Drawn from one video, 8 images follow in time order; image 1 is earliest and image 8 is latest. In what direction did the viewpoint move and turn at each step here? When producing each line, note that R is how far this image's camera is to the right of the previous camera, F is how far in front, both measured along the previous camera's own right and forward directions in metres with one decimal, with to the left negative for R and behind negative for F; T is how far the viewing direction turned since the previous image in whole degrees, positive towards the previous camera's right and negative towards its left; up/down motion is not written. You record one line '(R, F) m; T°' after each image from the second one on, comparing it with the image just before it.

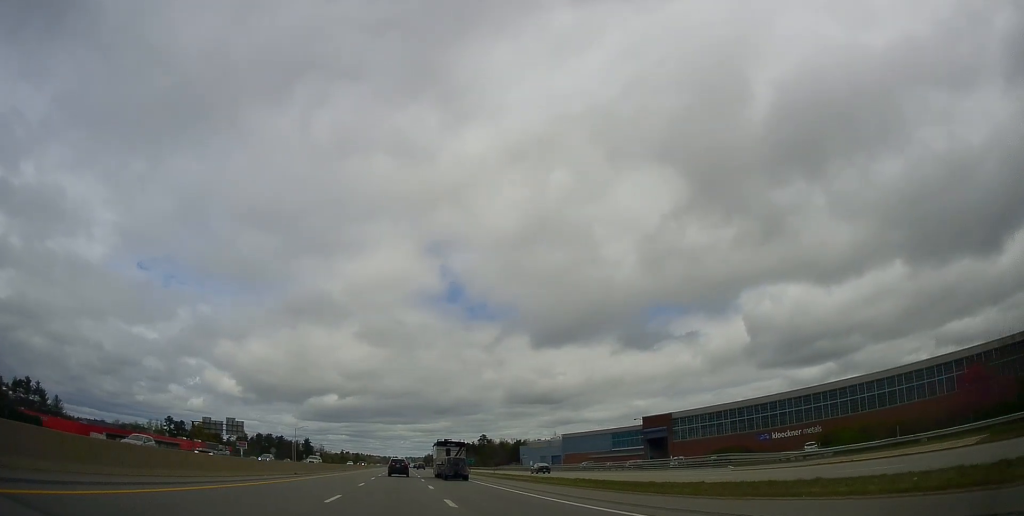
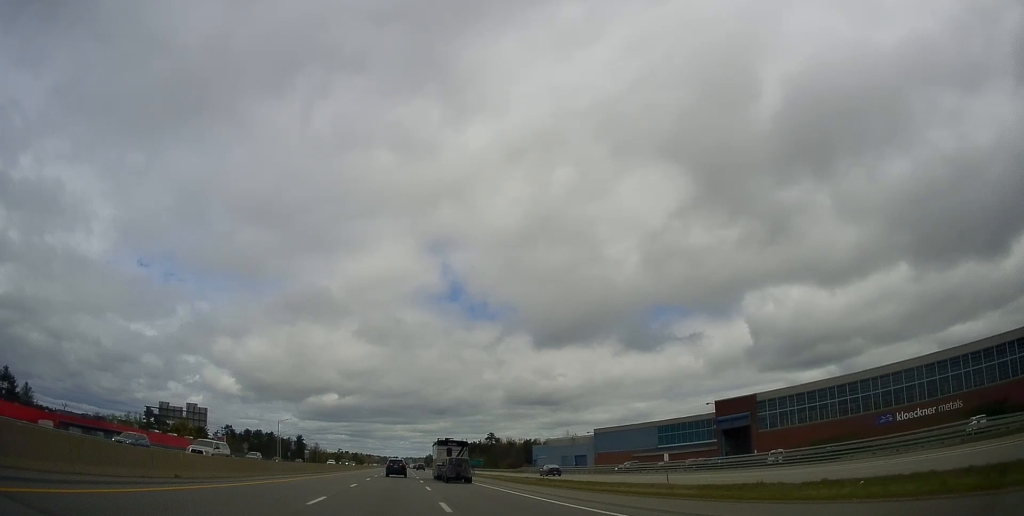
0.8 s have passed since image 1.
(+0.4, +26.3) m; +1°
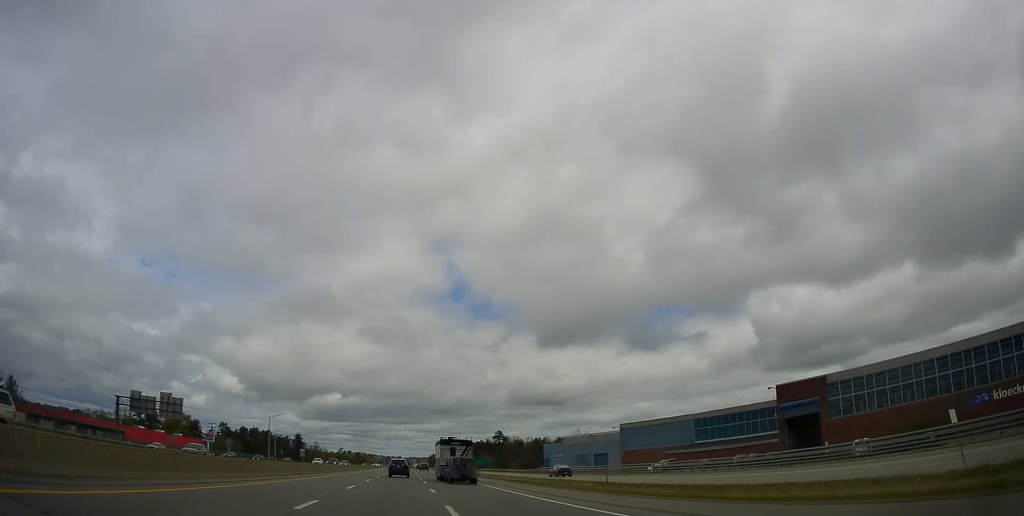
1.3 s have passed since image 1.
(+0.1, +14.2) m; +1°
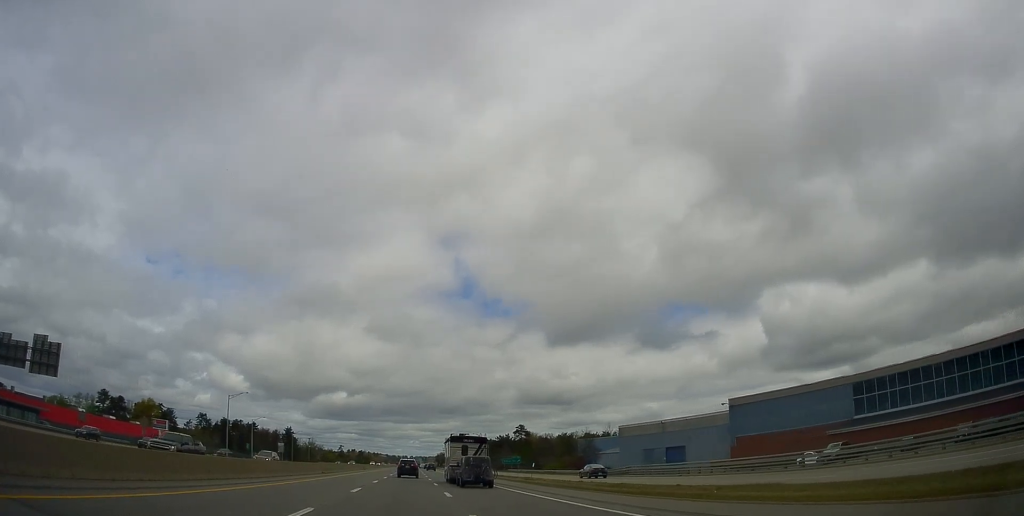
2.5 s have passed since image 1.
(0.0, +39.4) m; 0°
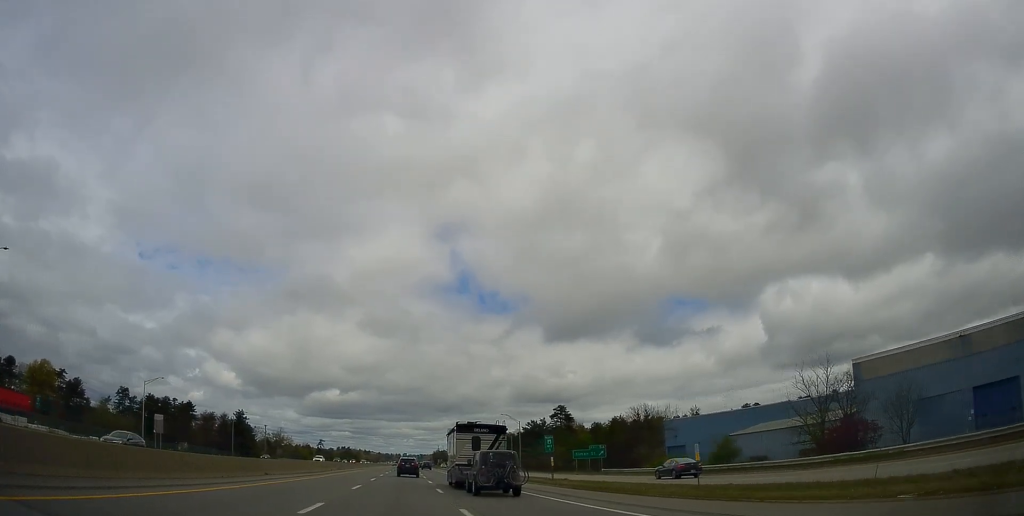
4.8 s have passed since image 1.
(+0.6, +71.3) m; 0°
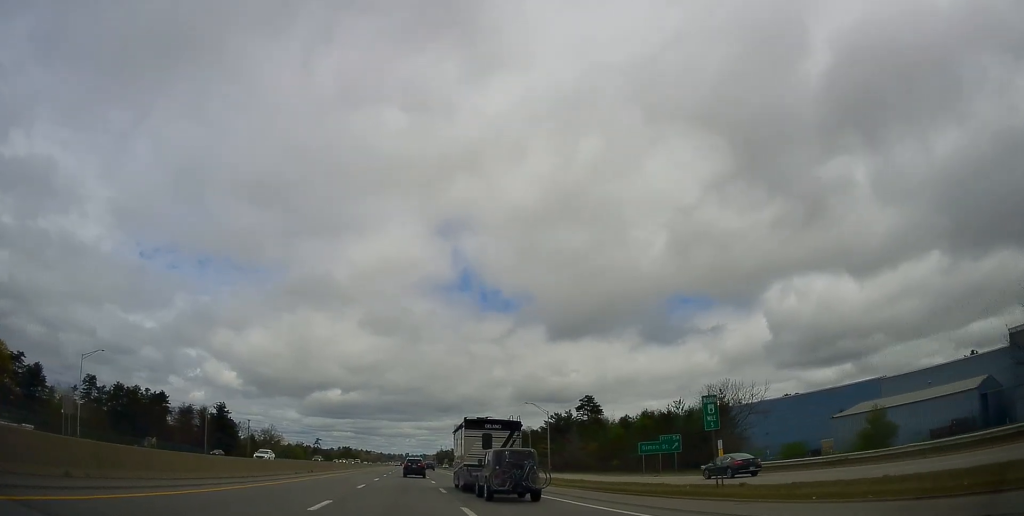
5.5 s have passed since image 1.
(-0.1, +23.8) m; 0°
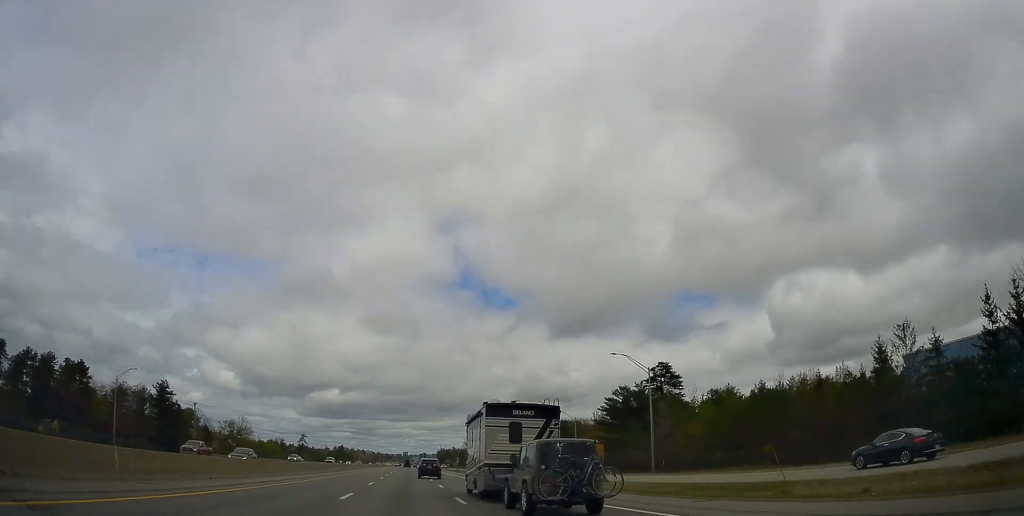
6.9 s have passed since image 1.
(+0.4, +44.9) m; +1°
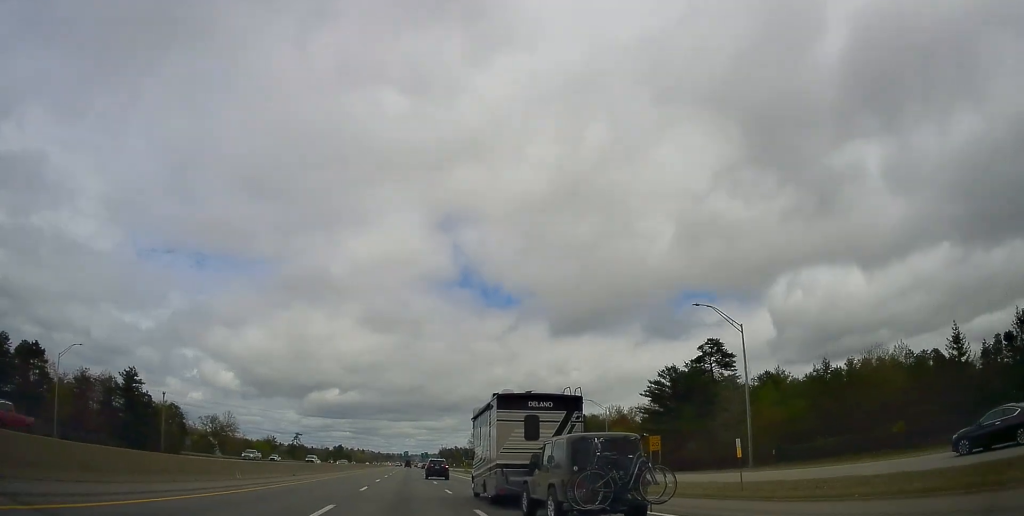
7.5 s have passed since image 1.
(0.0, +18.0) m; 0°
